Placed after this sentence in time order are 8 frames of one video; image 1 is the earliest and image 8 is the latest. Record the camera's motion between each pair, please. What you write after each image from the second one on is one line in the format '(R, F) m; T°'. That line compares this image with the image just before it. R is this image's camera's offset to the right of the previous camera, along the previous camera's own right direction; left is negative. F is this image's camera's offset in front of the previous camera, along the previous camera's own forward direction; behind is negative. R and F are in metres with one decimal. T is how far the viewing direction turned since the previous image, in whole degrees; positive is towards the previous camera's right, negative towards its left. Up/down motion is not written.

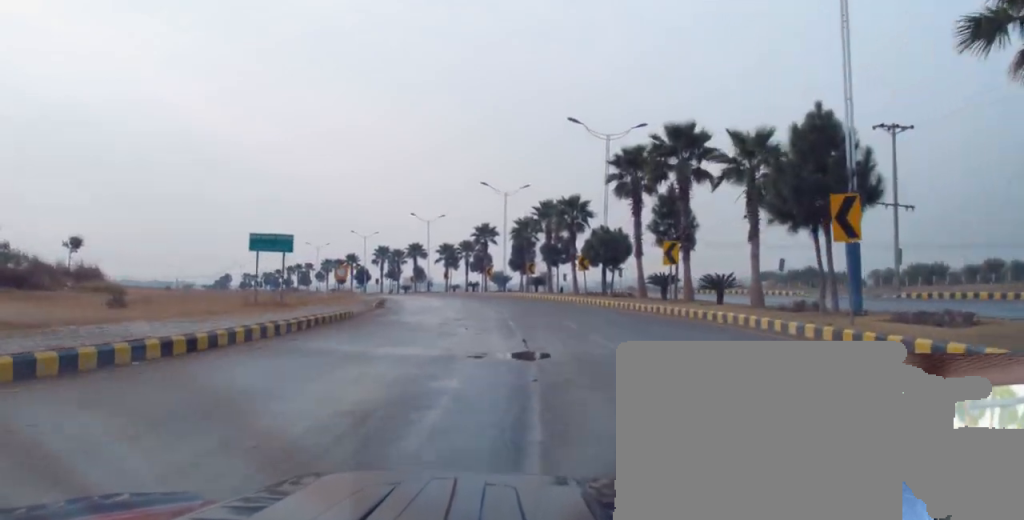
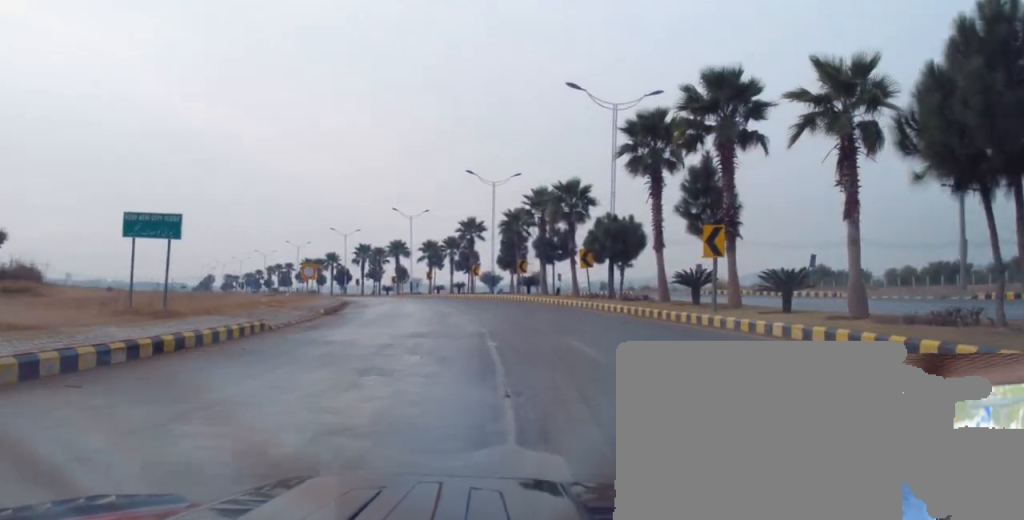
(+0.2, +7.9) m; +3°
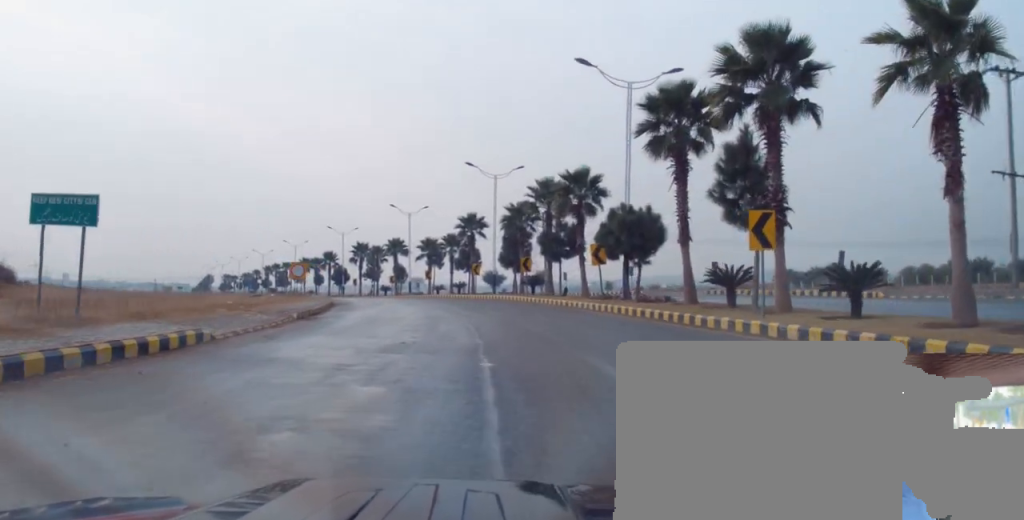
(+0.1, +4.1) m; -1°
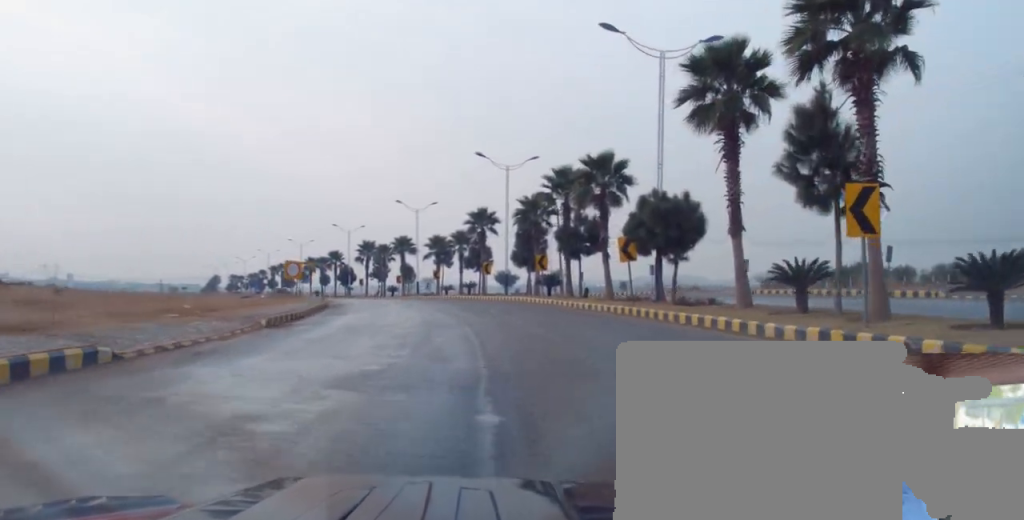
(+0.2, +4.6) m; -1°
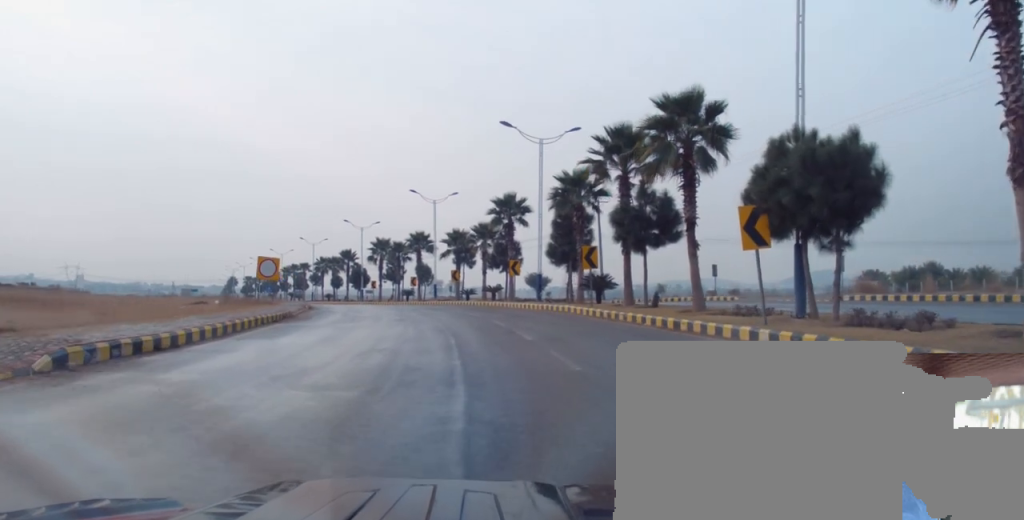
(-0.4, +11.7) m; -2°
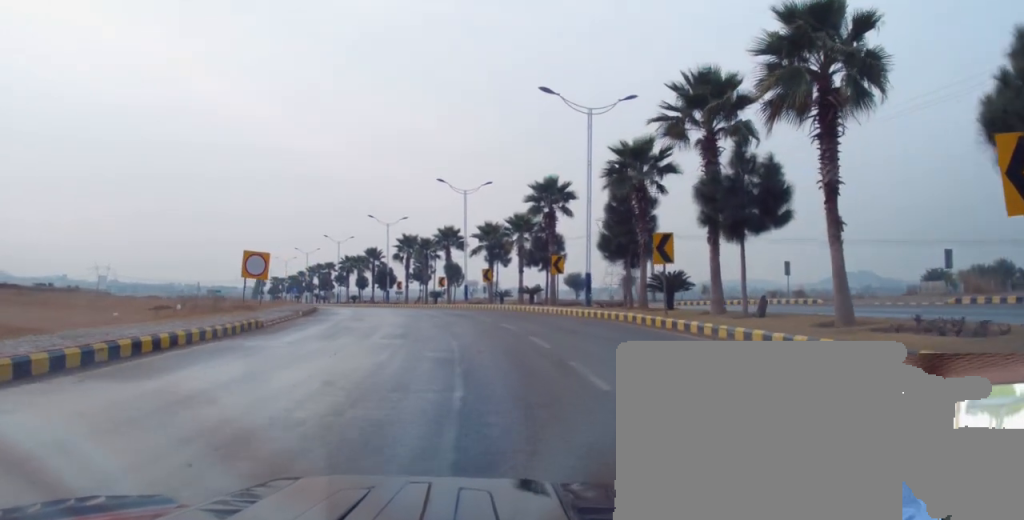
(0.0, +8.0) m; -5°
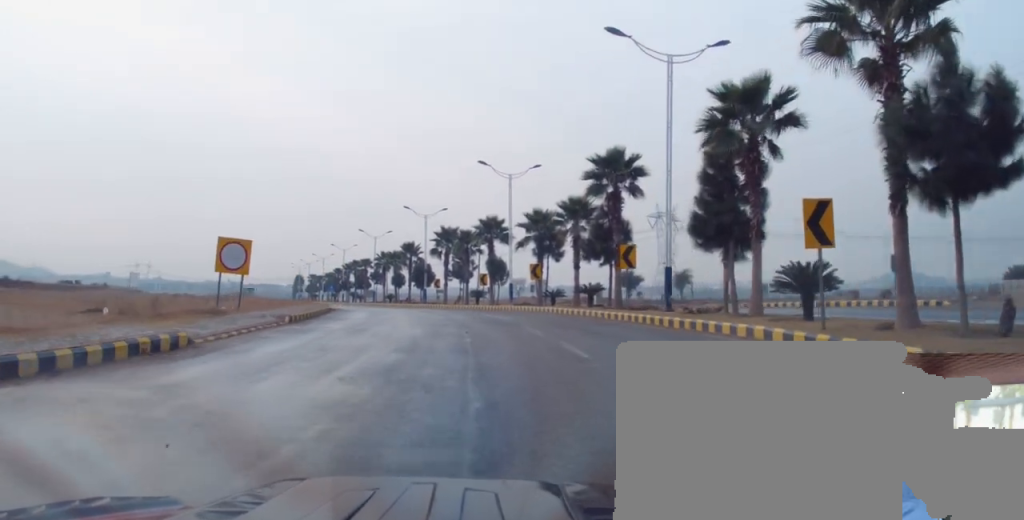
(-0.7, +8.2) m; -2°
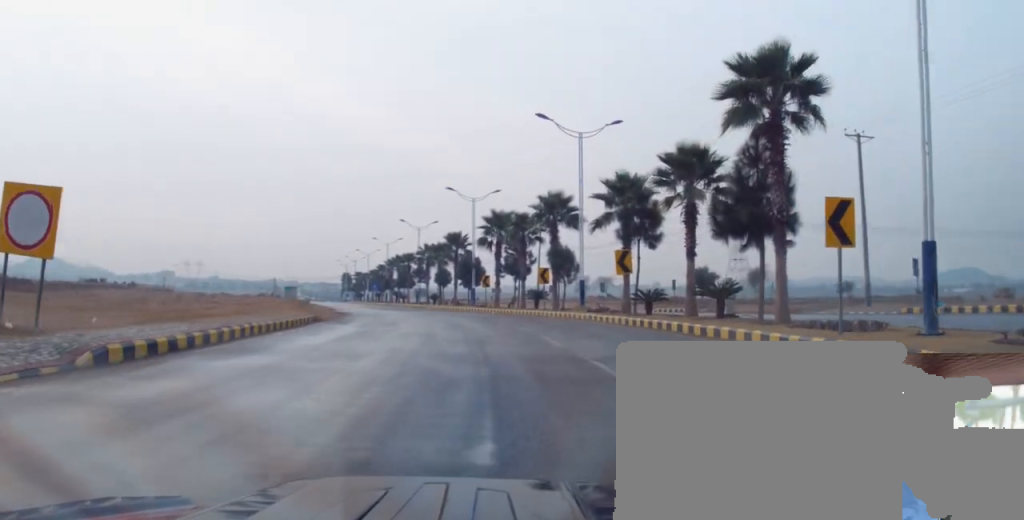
(+0.4, +14.7) m; -4°
